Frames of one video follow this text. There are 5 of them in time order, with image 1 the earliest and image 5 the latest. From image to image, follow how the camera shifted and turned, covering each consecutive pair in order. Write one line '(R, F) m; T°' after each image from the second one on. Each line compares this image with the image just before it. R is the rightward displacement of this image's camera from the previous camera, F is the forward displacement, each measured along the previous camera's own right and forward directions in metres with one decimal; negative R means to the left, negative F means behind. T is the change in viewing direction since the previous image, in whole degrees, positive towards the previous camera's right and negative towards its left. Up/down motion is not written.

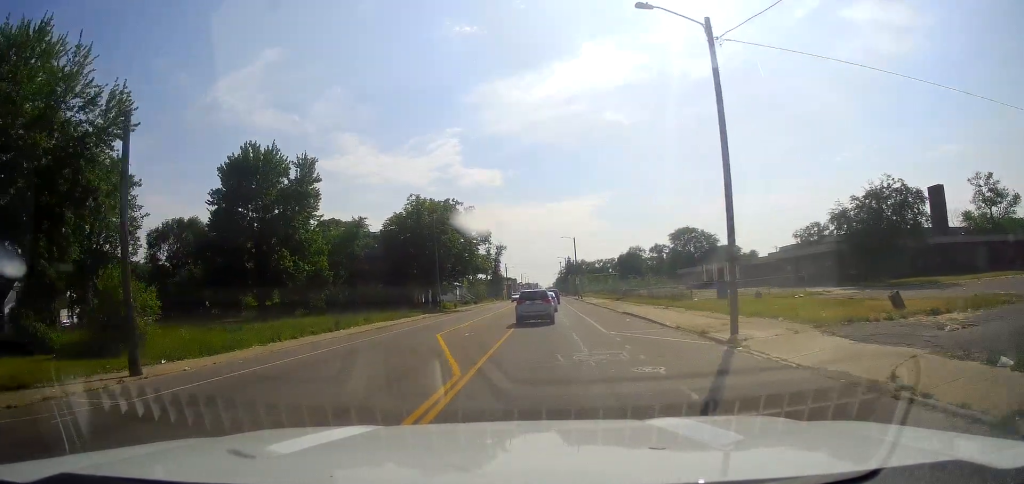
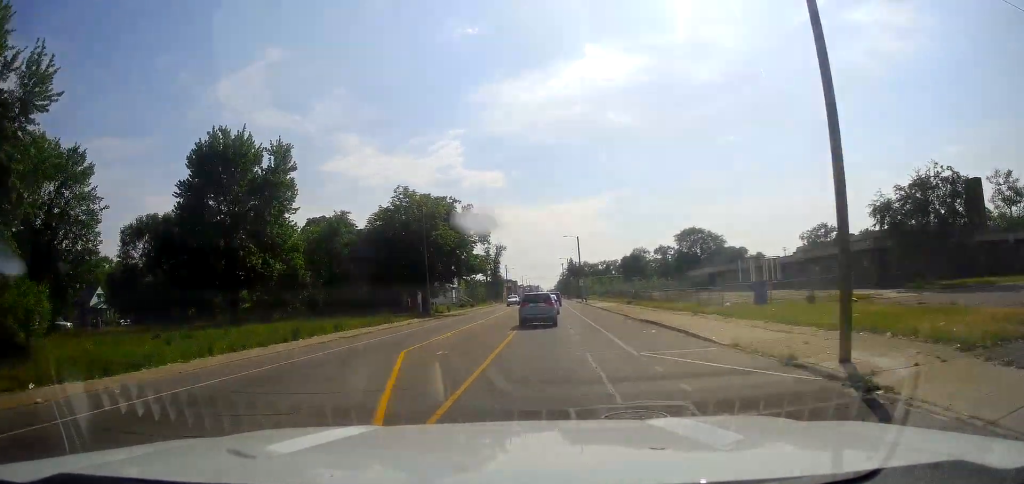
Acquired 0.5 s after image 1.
(-0.1, +6.6) m; -1°
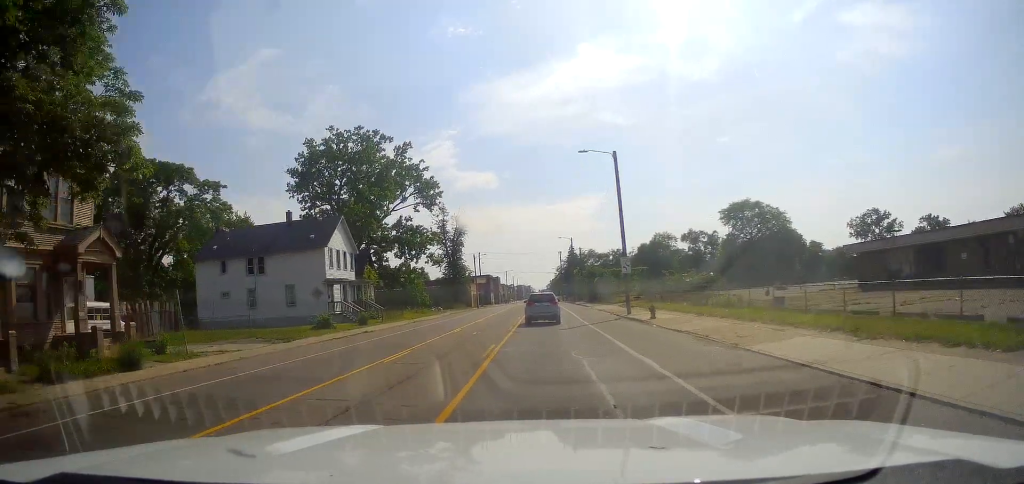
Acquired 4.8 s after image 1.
(-0.6, +57.6) m; -1°
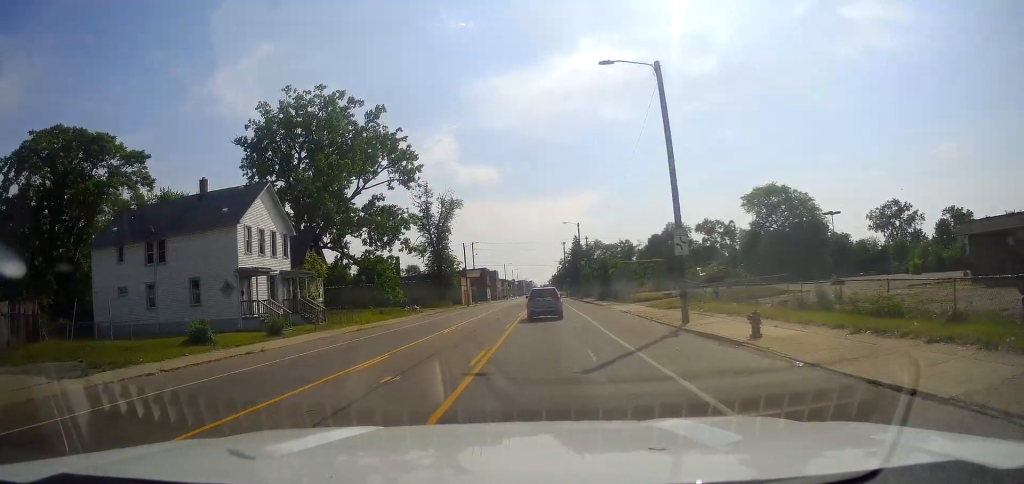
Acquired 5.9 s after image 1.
(-0.2, +14.7) m; +1°
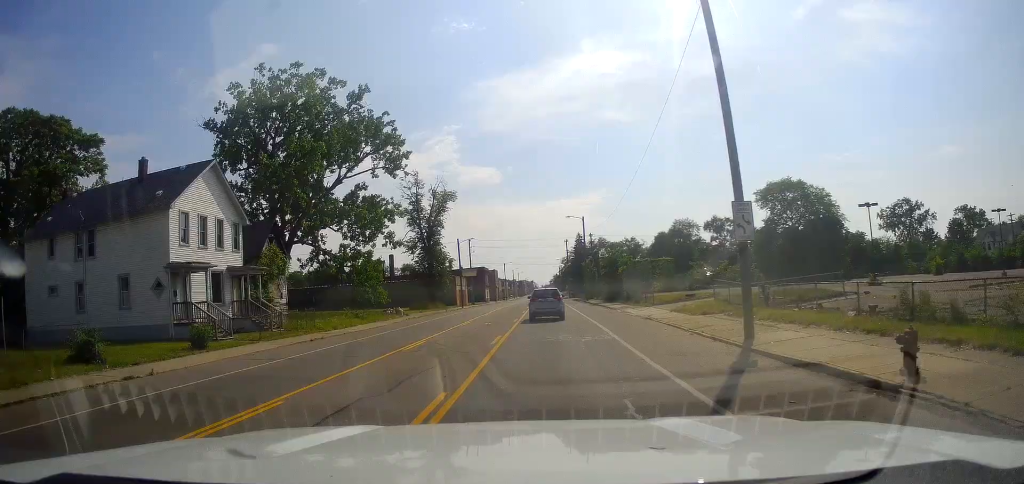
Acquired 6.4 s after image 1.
(+0.1, +7.2) m; +1°
